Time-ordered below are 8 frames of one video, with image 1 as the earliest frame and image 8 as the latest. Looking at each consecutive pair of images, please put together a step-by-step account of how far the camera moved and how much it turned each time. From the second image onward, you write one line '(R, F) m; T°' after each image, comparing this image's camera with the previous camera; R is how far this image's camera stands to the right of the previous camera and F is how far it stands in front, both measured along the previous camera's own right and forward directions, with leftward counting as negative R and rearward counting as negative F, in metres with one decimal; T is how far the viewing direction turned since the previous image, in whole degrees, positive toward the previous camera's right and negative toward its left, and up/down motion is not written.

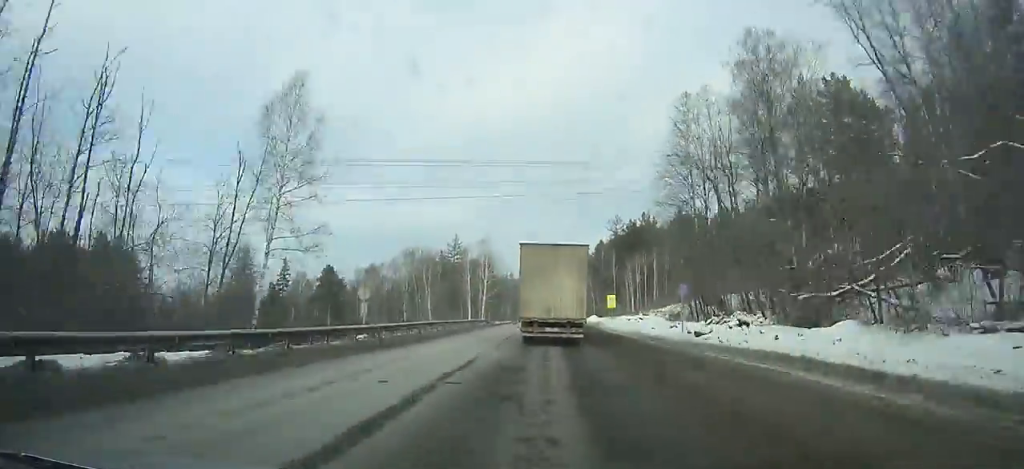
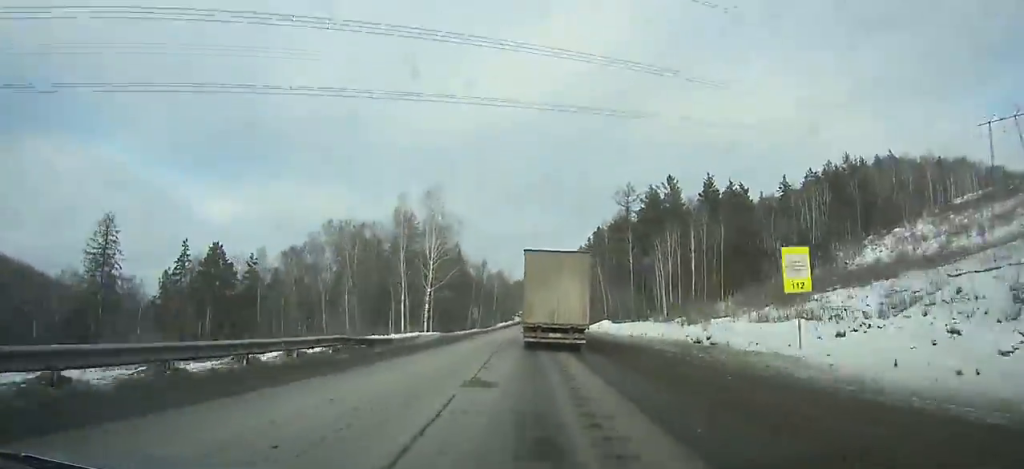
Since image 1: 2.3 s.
(-0.1, +46.8) m; -1°
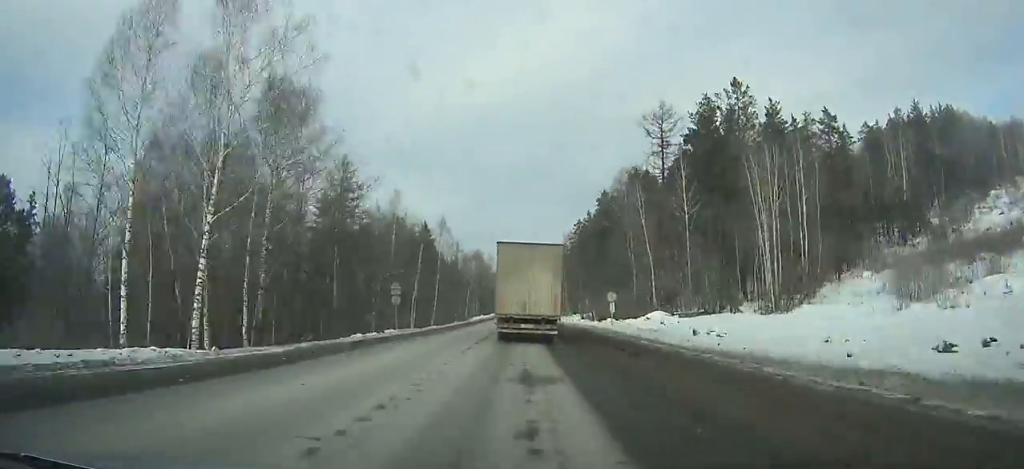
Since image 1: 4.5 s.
(-3.0, +45.0) m; +3°
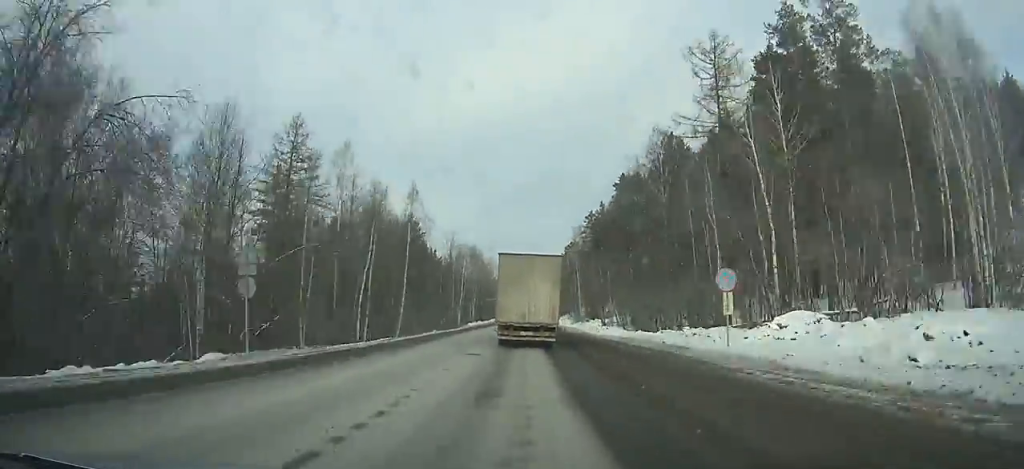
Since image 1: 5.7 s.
(+1.6, +25.2) m; -4°
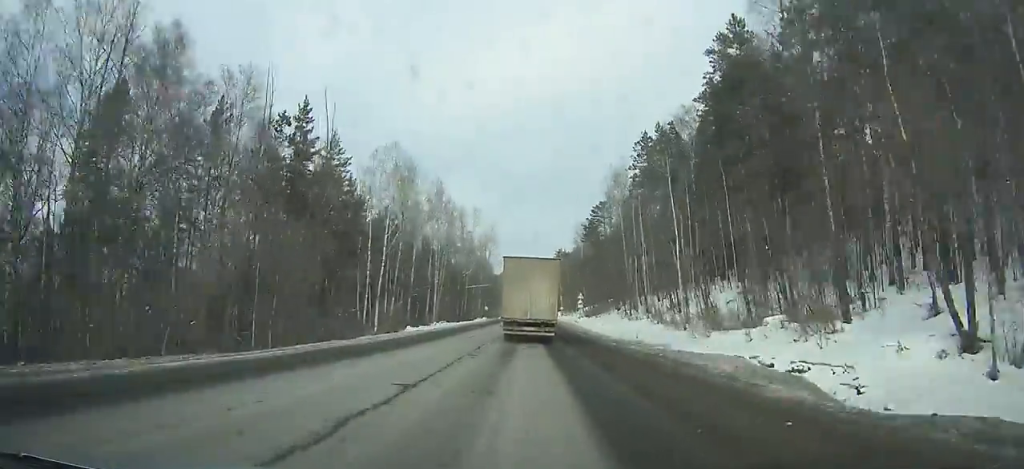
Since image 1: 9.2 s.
(-6.4, +62.7) m; -5°
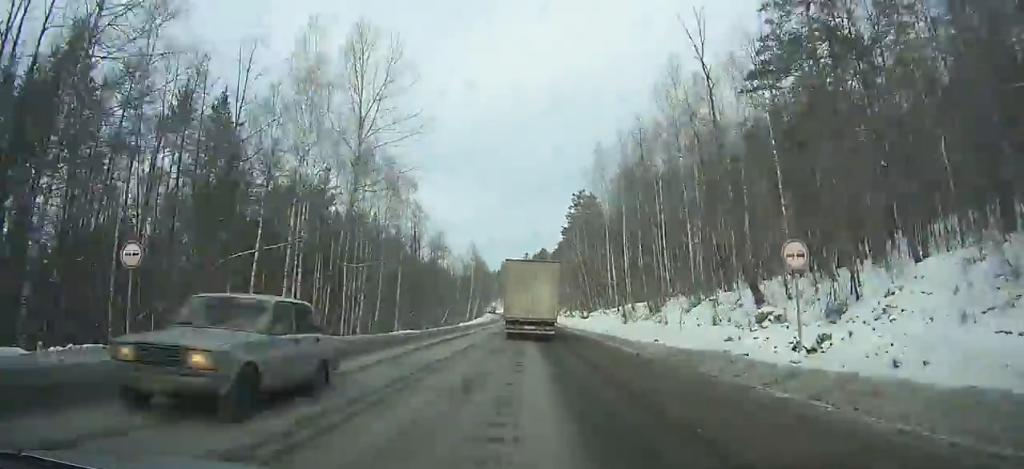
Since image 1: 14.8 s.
(+35.3, +106.0) m; +23°
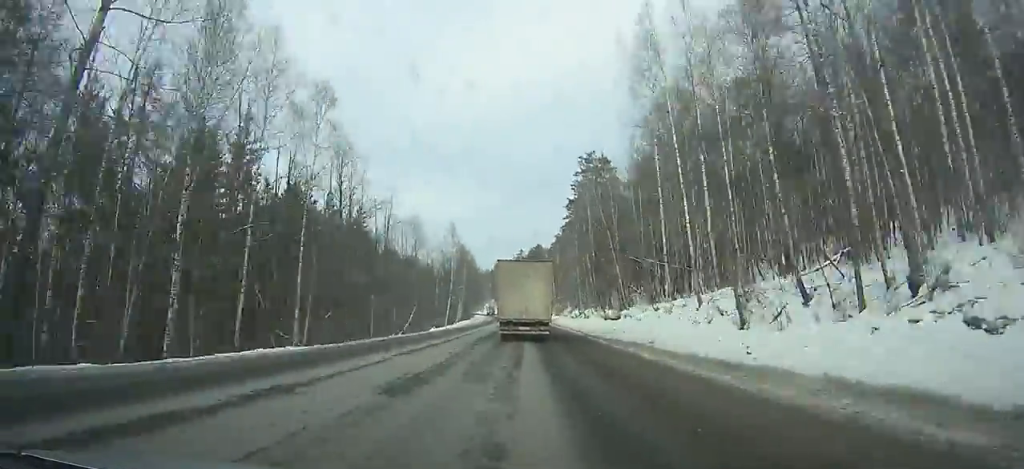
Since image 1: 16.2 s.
(-3.6, +32.6) m; -6°
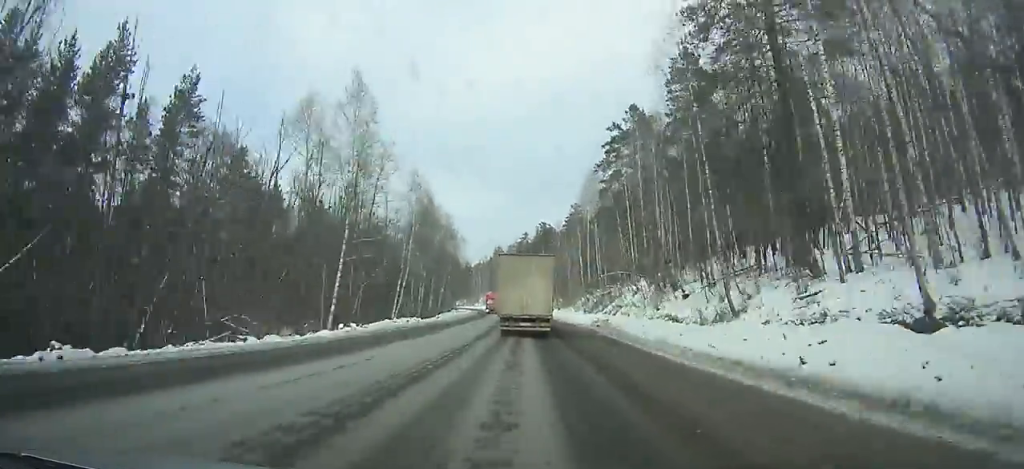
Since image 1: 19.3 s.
(-5.5, +68.5) m; -6°
